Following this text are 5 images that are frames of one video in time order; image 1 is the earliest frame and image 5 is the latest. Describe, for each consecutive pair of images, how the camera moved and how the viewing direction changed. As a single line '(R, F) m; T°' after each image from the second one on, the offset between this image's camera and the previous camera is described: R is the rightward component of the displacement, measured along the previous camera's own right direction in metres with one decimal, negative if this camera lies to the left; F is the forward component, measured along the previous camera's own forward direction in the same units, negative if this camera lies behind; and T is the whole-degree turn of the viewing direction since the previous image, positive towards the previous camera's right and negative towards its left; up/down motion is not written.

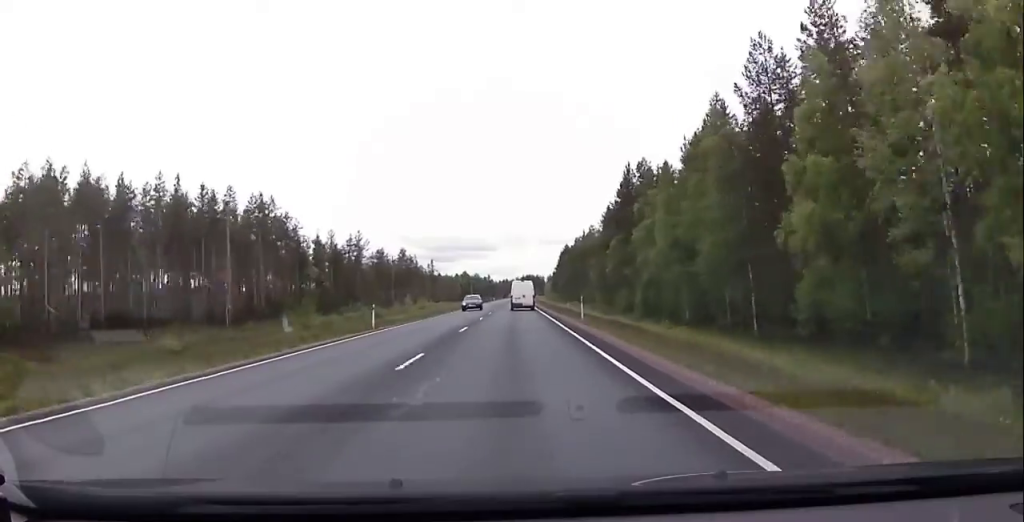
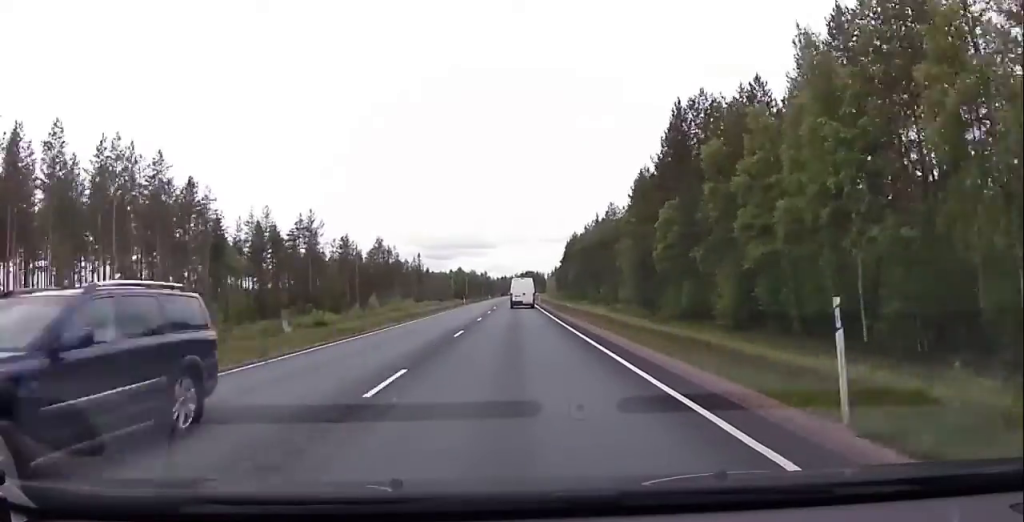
(-0.5, +27.0) m; 0°
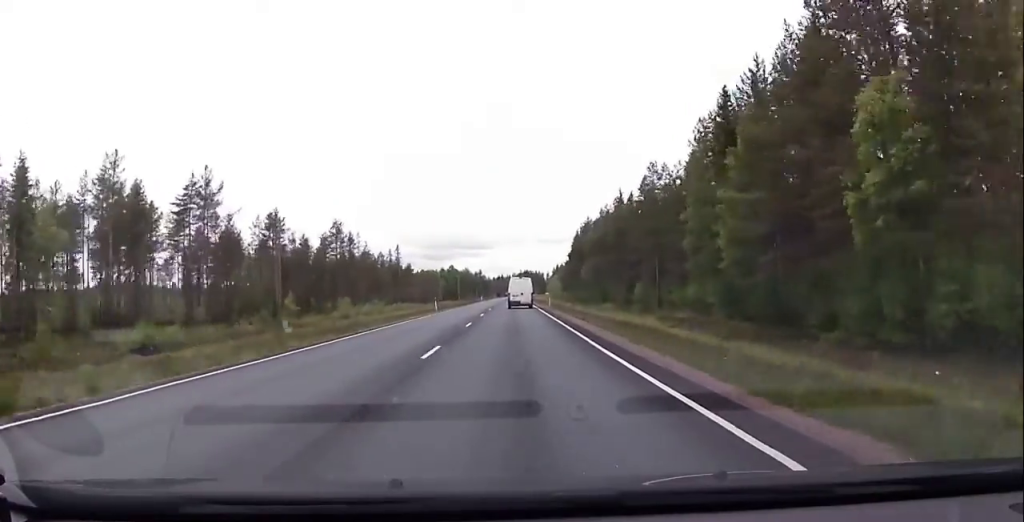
(+0.7, +31.1) m; +1°
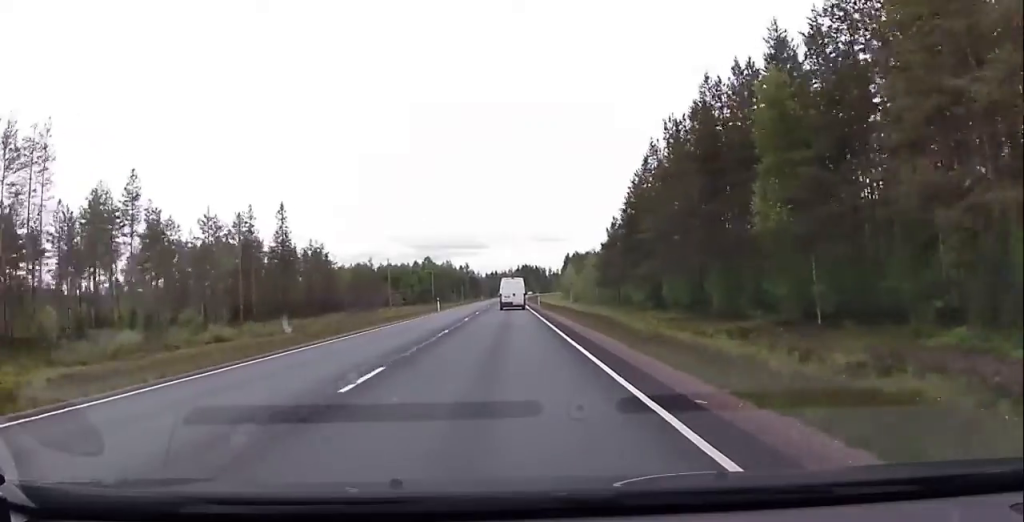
(-0.4, +76.4) m; +1°
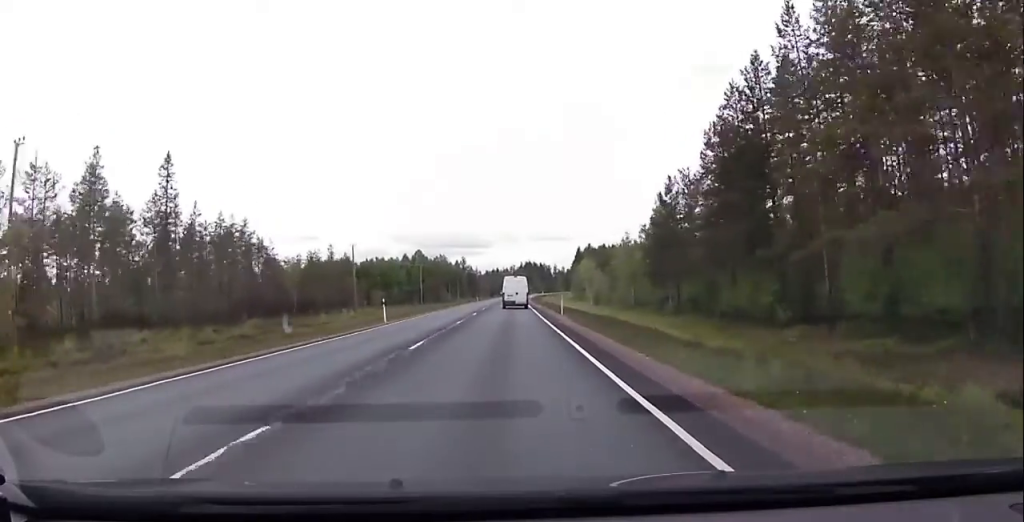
(-0.3, +29.5) m; -1°
